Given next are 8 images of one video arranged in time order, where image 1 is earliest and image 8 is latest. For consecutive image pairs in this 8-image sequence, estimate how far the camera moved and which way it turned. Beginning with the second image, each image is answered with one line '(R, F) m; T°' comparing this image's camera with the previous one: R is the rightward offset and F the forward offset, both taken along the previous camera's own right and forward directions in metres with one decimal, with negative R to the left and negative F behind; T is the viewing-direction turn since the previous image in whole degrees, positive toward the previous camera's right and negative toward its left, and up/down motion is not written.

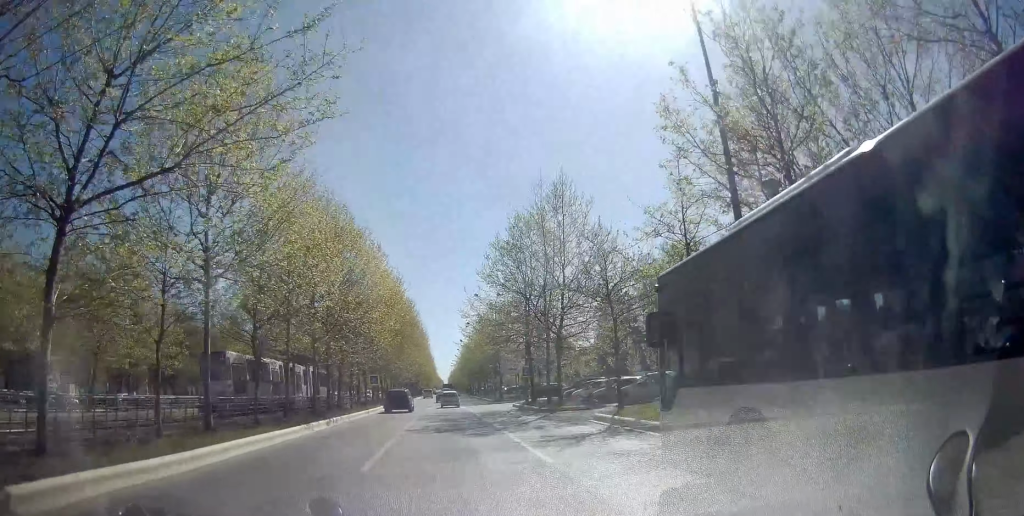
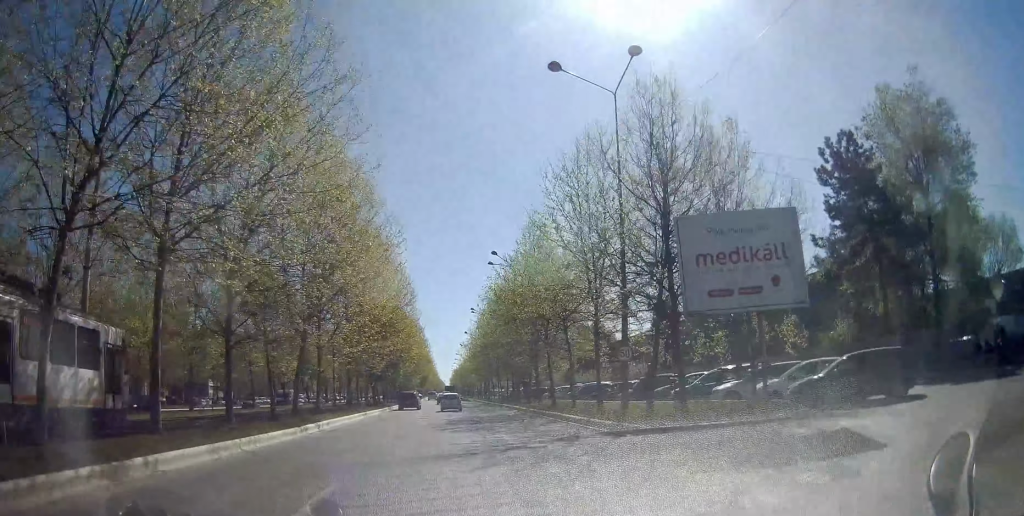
(-1.0, +50.4) m; -1°
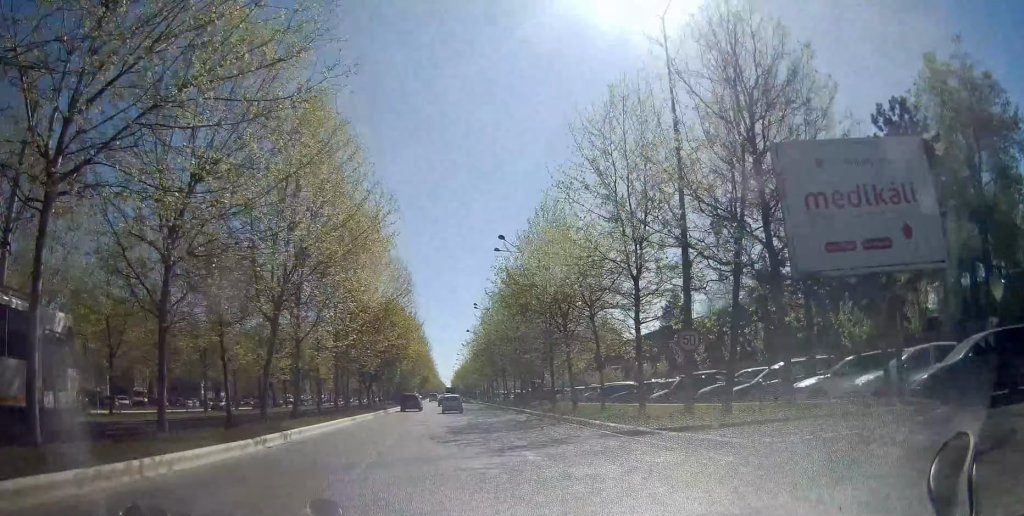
(0.0, +5.2) m; 0°
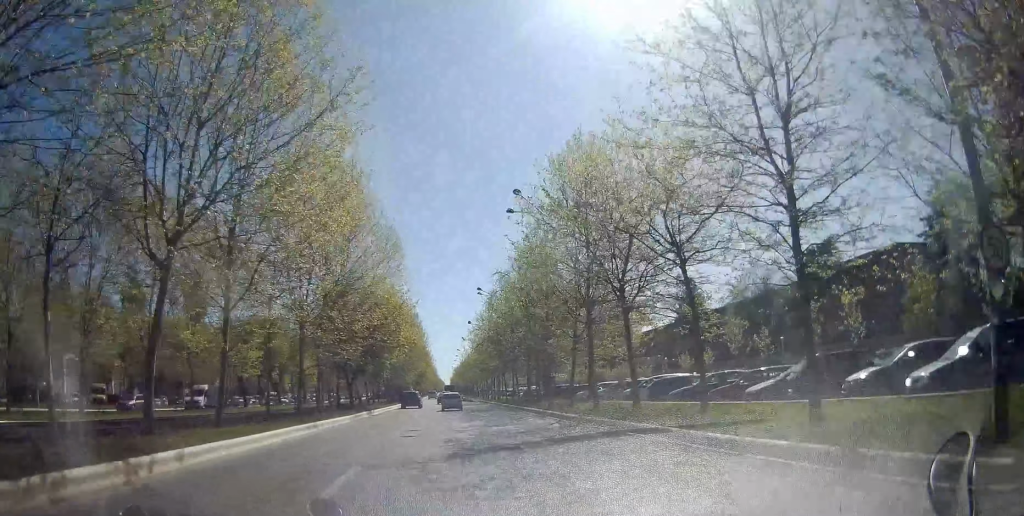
(0.0, +9.5) m; +1°
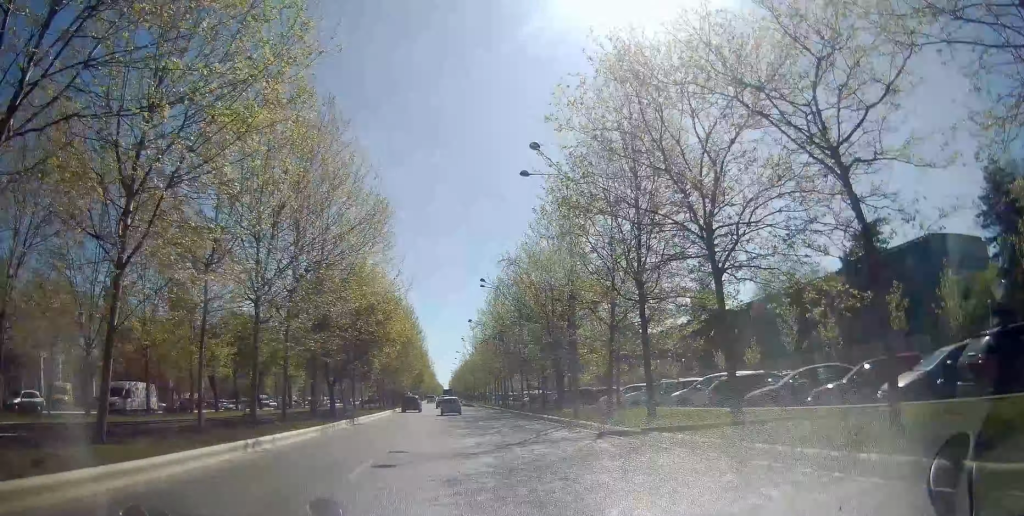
(-0.1, +6.9) m; +1°
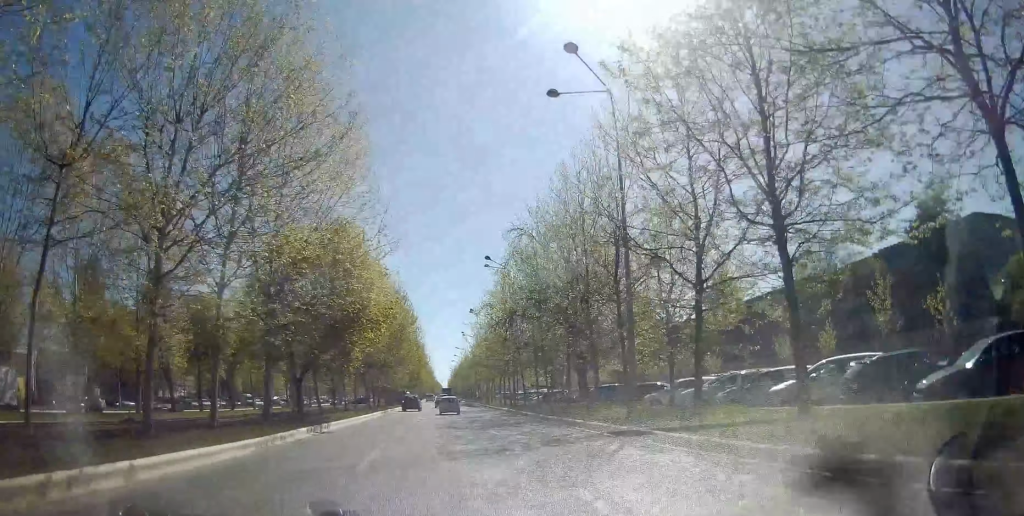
(+0.3, +8.3) m; 0°
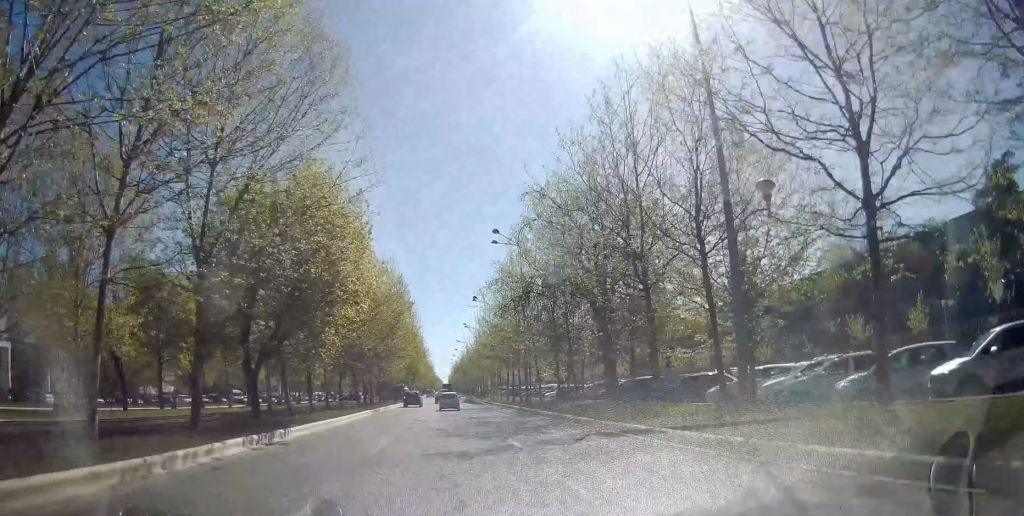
(+0.1, +7.0) m; 0°
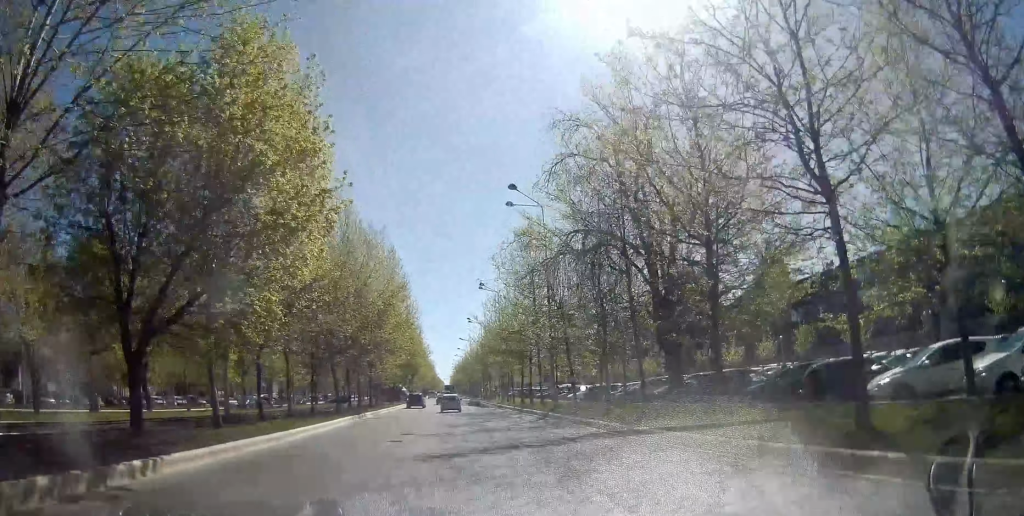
(-0.3, +9.2) m; -1°
